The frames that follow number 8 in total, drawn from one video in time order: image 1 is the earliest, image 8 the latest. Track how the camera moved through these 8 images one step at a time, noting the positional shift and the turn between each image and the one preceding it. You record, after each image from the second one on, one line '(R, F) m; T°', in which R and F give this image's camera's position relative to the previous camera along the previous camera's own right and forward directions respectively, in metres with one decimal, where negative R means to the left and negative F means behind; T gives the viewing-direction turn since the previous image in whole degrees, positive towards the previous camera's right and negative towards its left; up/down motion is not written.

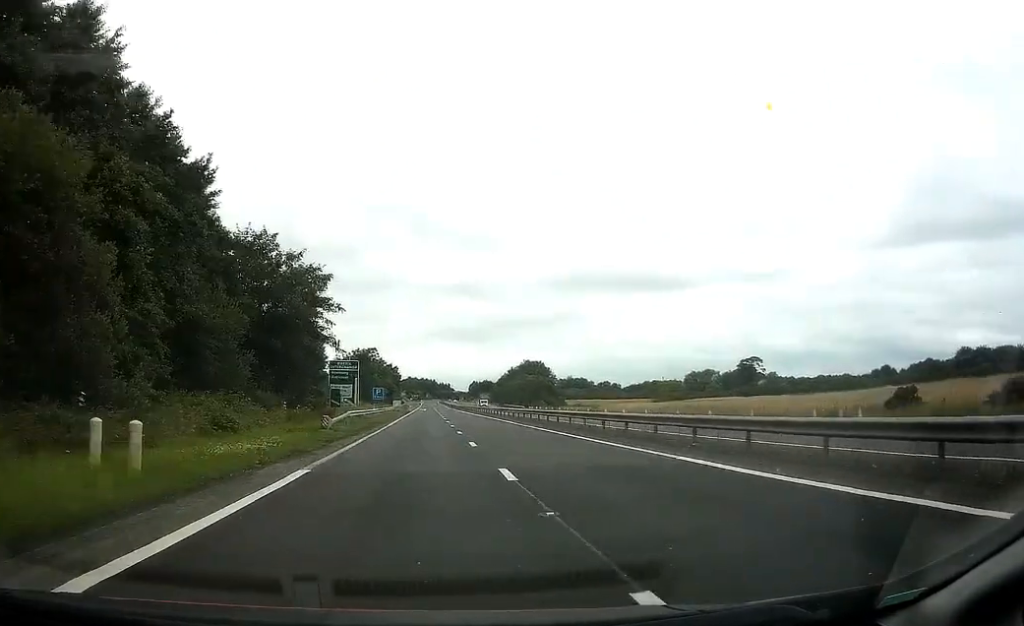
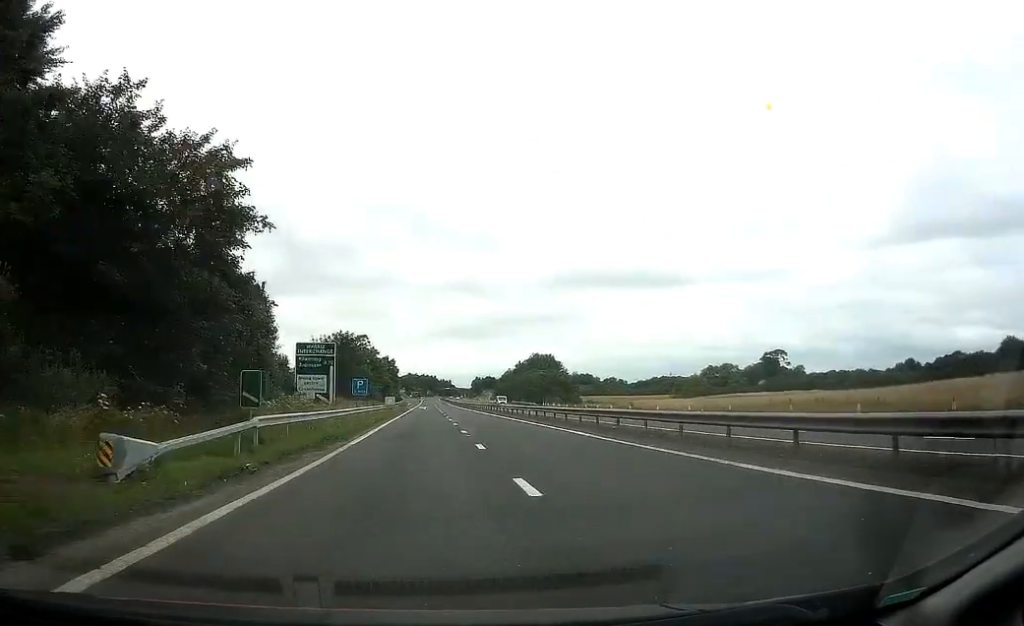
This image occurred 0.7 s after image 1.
(0.0, +20.6) m; 0°
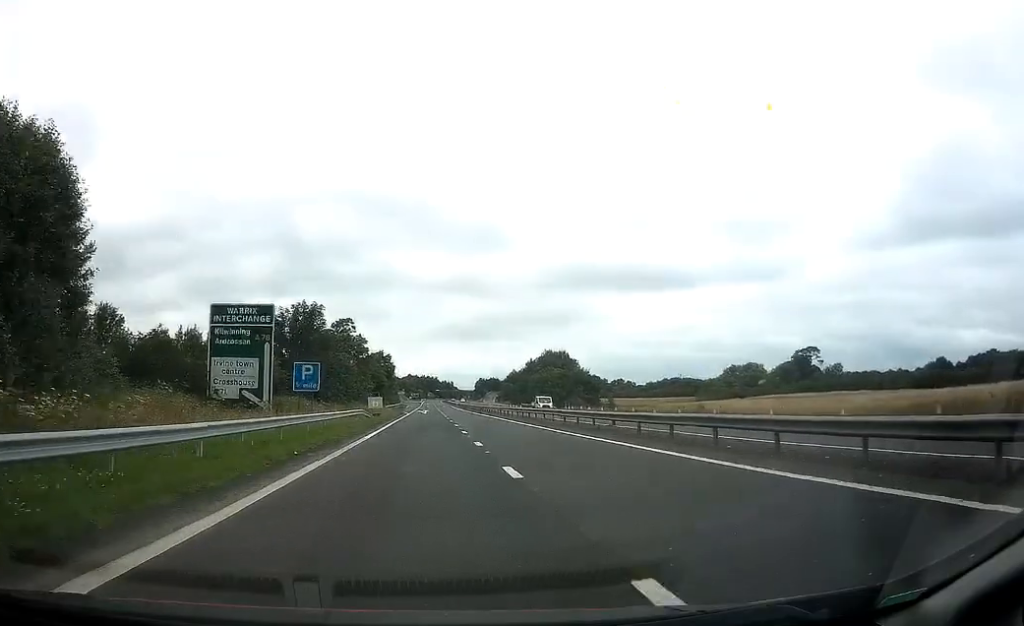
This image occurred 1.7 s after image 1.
(0.0, +25.2) m; 0°
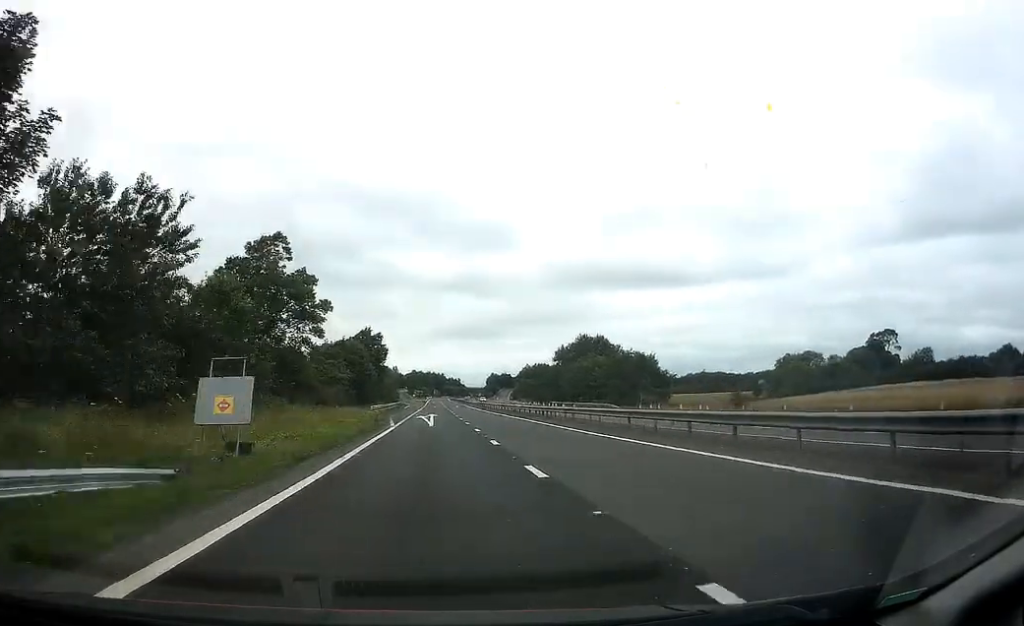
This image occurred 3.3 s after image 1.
(-0.2, +46.3) m; -1°
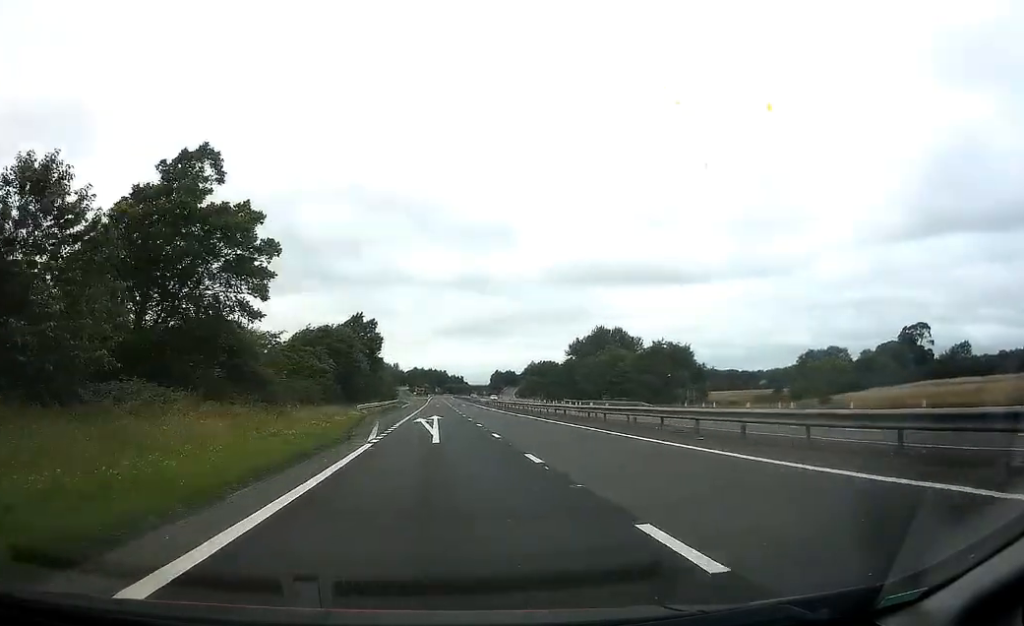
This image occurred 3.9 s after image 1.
(0.0, +15.4) m; 0°
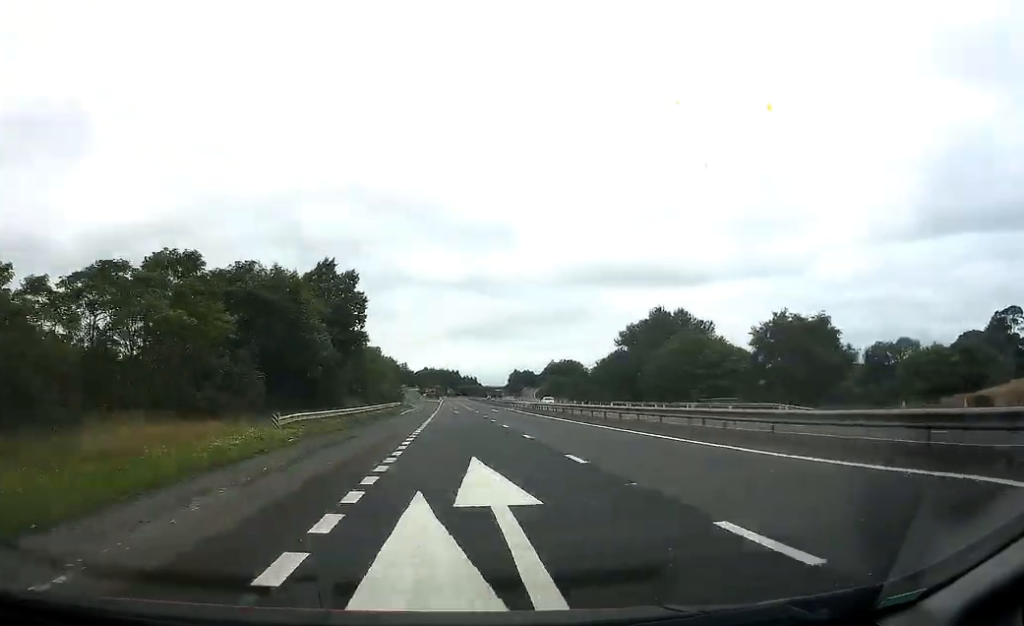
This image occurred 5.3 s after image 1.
(-0.2, +36.3) m; -1°
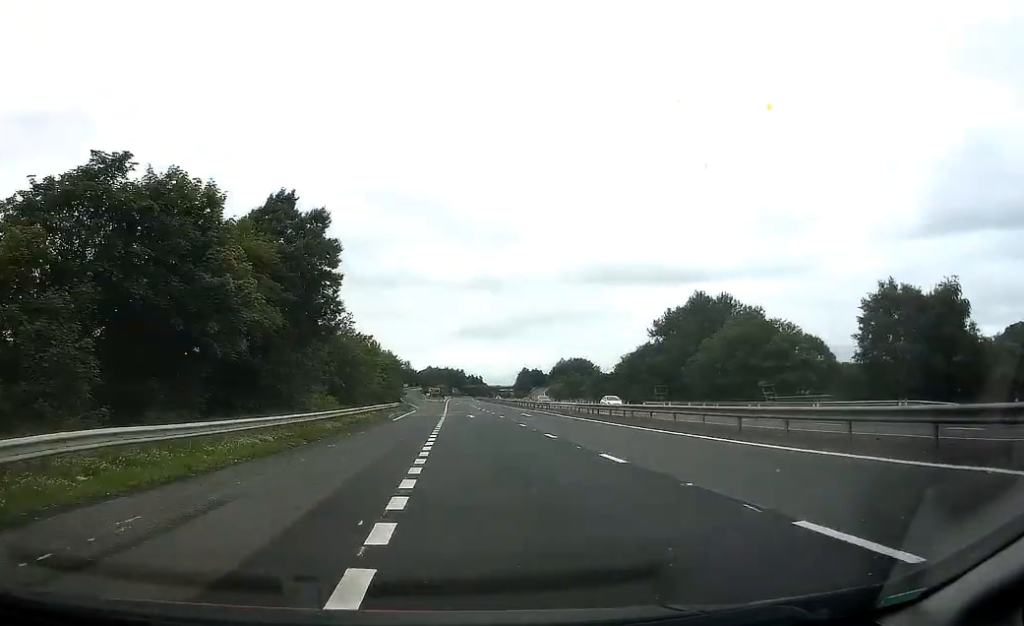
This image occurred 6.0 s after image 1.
(0.0, +18.9) m; 0°
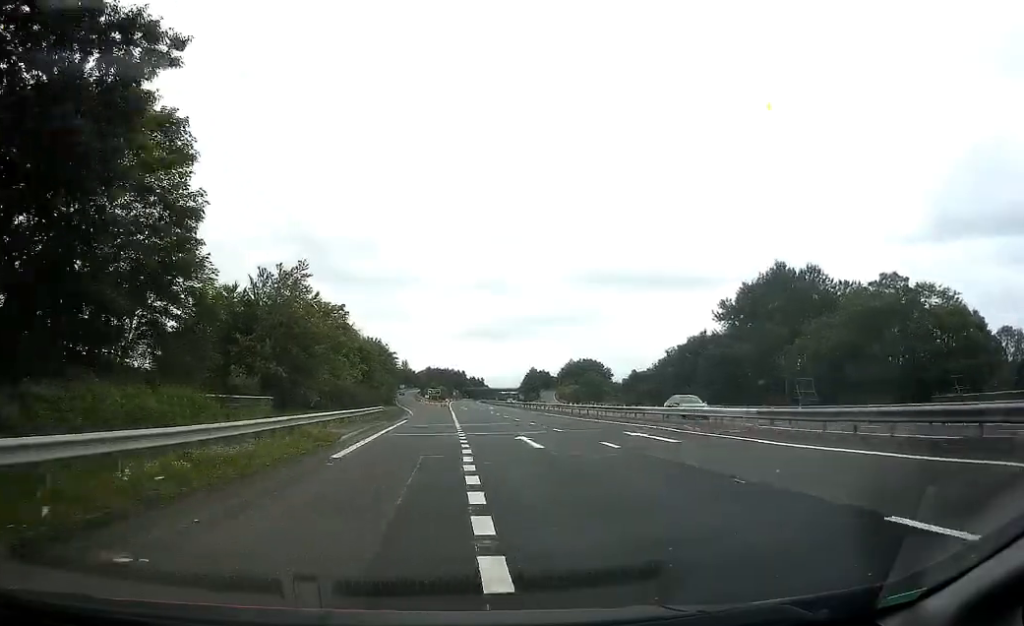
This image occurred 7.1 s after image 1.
(-0.1, +27.1) m; 0°
